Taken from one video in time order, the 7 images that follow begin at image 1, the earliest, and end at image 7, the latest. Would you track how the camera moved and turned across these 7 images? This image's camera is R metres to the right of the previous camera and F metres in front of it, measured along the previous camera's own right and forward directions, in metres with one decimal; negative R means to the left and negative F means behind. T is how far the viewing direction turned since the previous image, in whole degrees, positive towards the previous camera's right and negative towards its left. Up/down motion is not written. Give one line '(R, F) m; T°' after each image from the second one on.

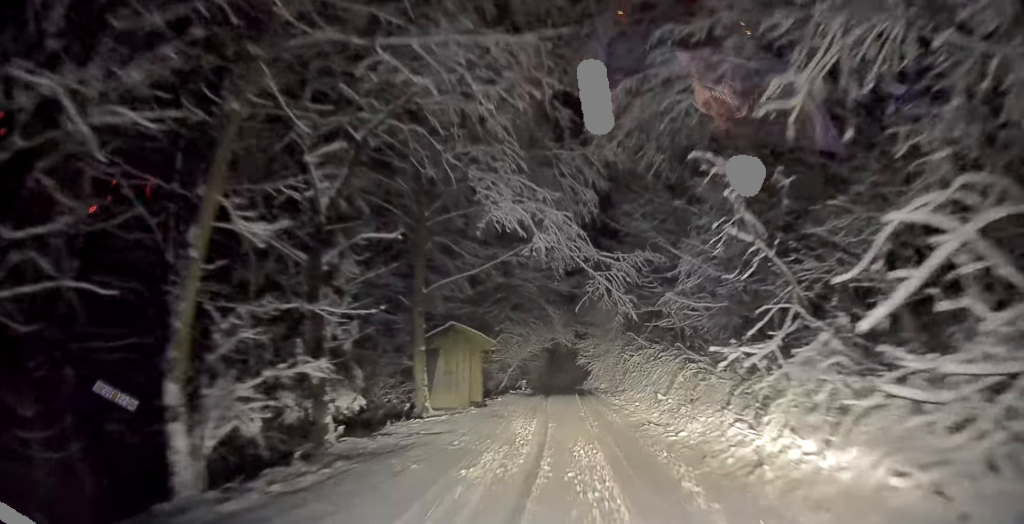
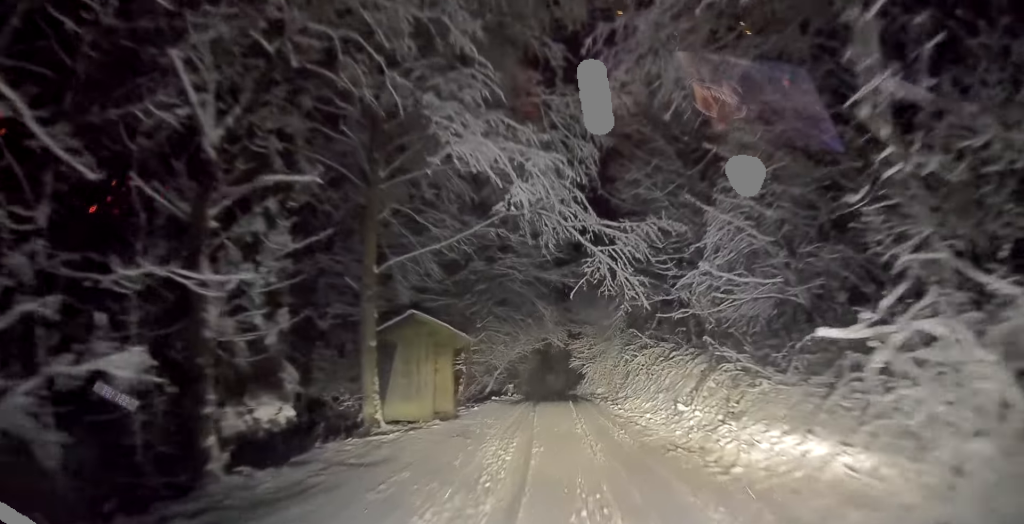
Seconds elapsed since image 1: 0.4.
(-0.1, +2.3) m; -5°
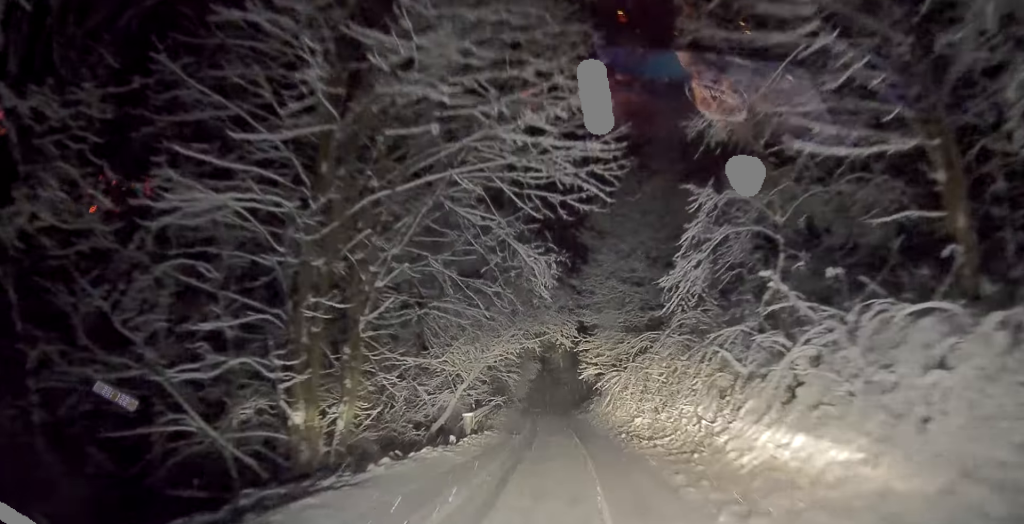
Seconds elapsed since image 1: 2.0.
(-1.5, +9.8) m; -20°
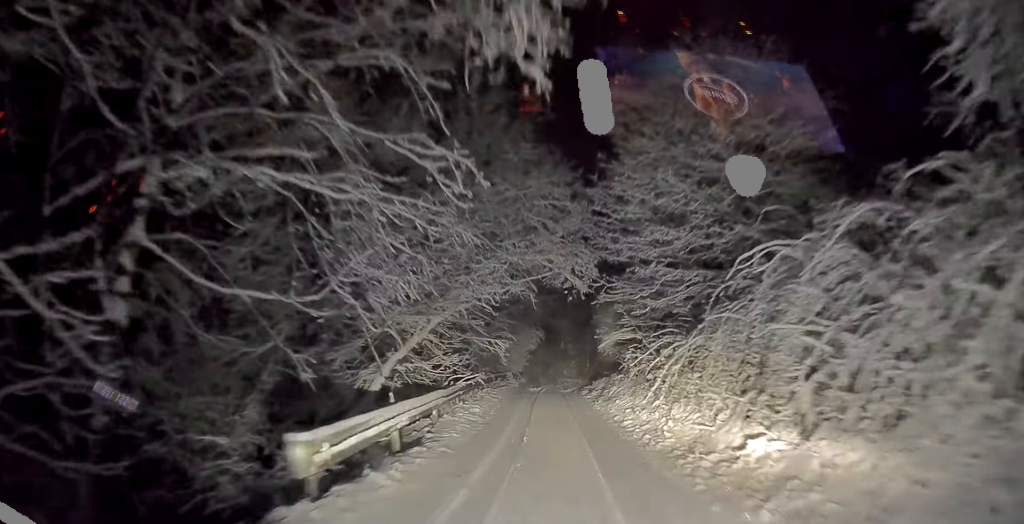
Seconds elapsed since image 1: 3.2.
(-0.9, +8.6) m; -3°
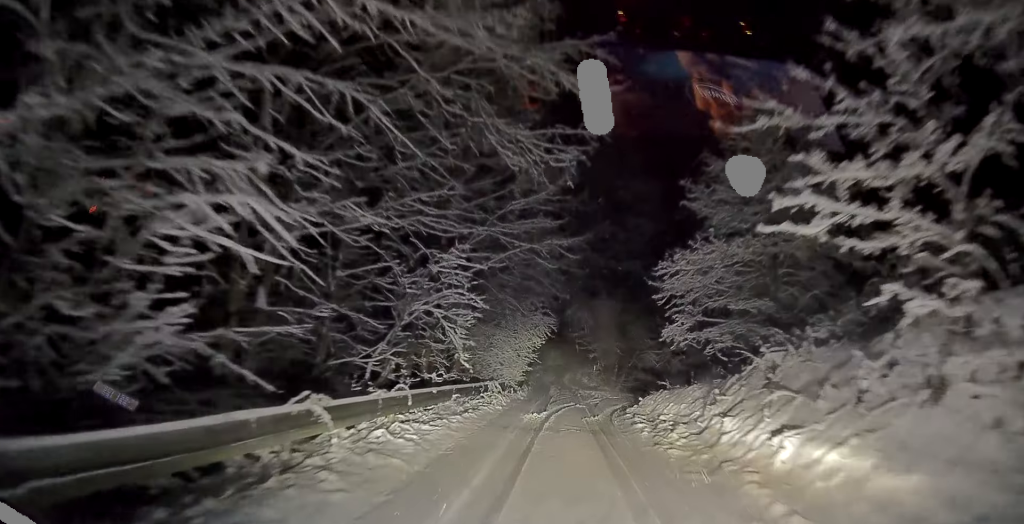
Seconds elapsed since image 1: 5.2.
(+1.9, +14.2) m; +14°
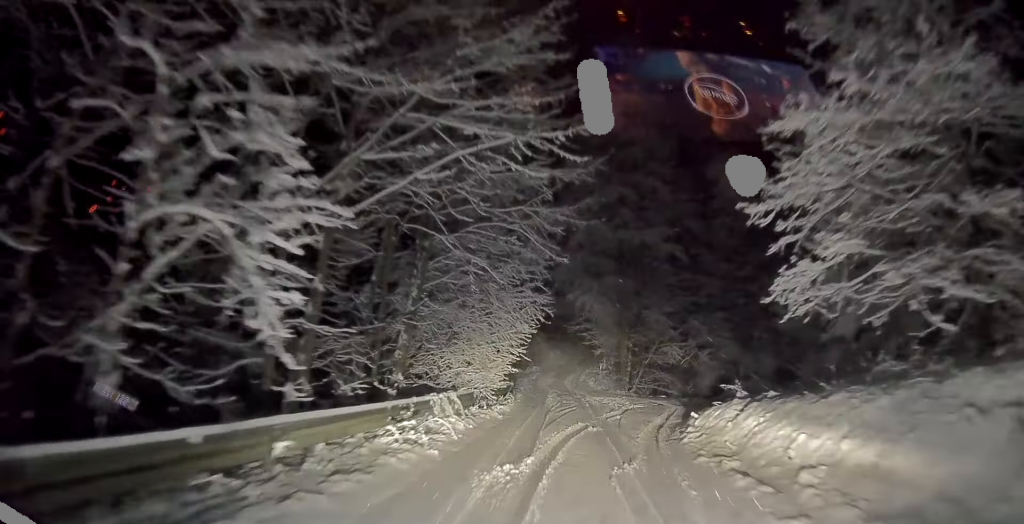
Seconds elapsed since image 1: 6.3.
(+0.1, +7.8) m; -3°
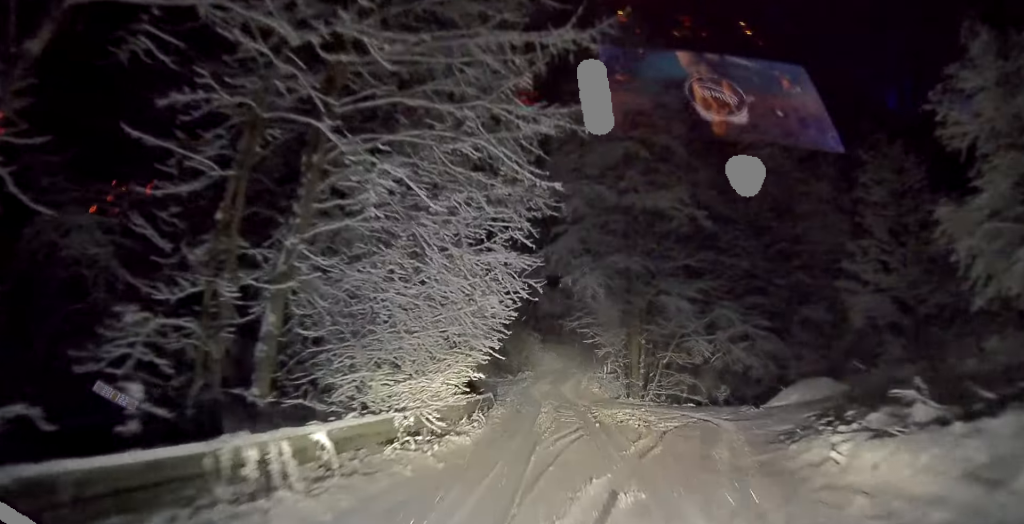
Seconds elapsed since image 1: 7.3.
(-0.4, +6.9) m; -5°
